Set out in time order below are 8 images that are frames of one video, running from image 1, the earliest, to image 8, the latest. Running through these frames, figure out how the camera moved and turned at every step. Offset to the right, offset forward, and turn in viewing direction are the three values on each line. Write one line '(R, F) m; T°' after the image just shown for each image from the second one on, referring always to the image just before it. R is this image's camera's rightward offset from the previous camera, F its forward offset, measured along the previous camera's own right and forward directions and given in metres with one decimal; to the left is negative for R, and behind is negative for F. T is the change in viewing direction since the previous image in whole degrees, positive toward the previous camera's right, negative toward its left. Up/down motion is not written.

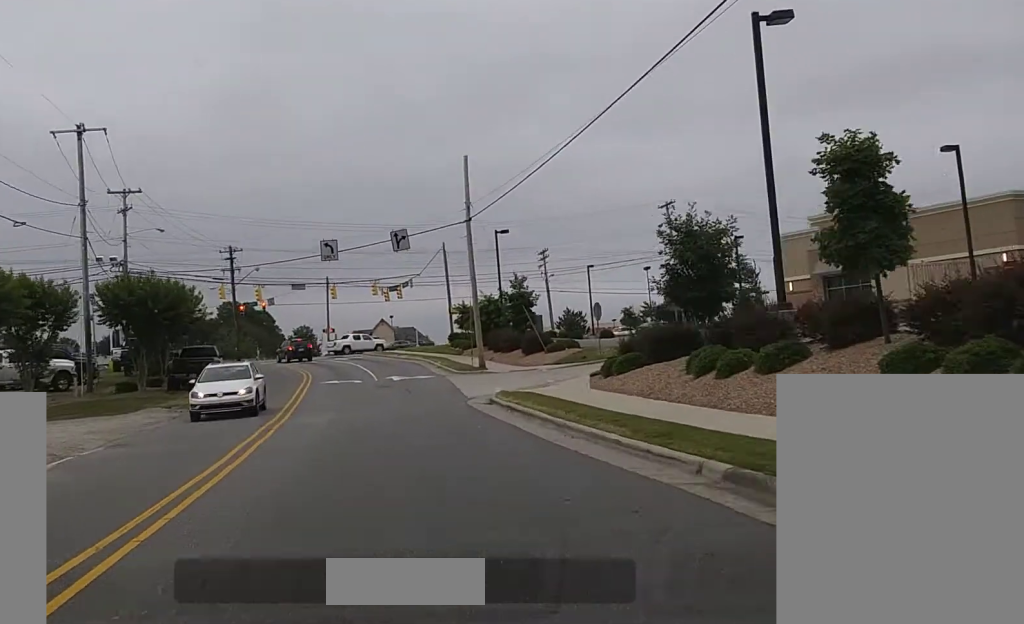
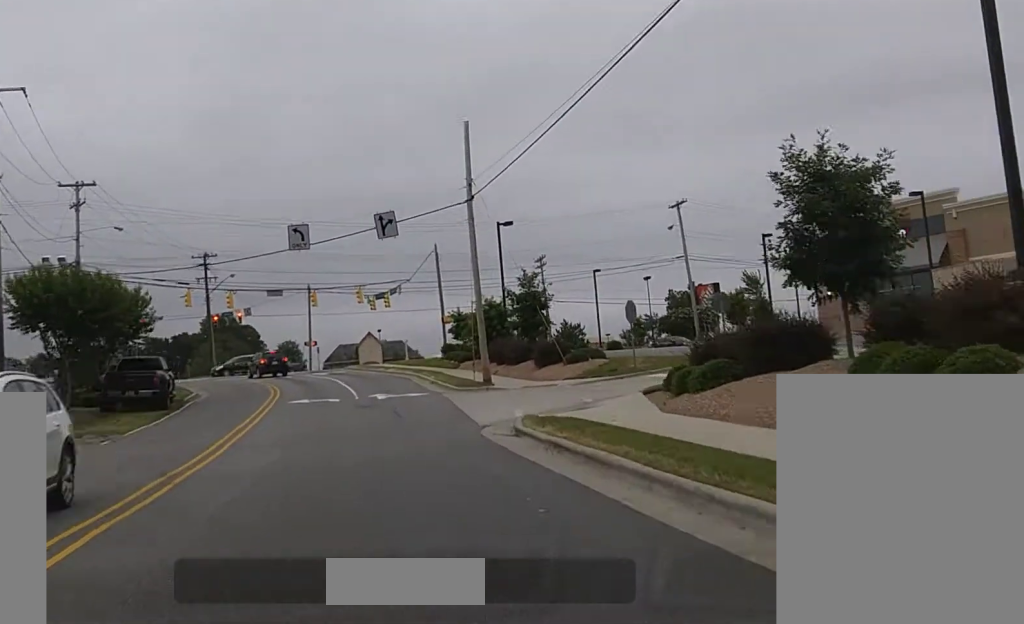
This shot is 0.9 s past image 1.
(0.0, +9.2) m; 0°
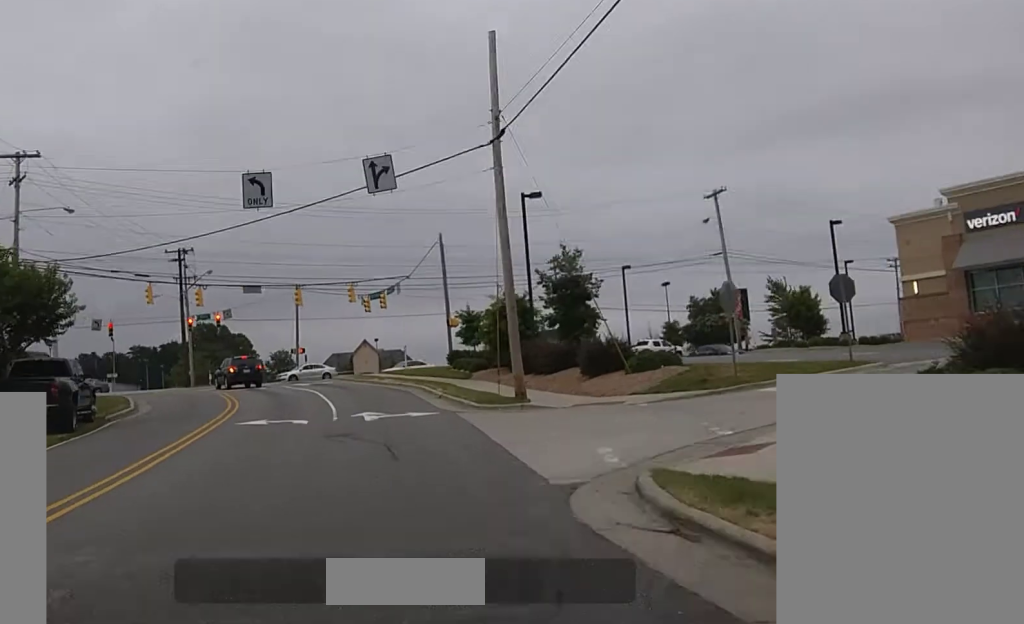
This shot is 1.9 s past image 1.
(+0.1, +10.7) m; 0°
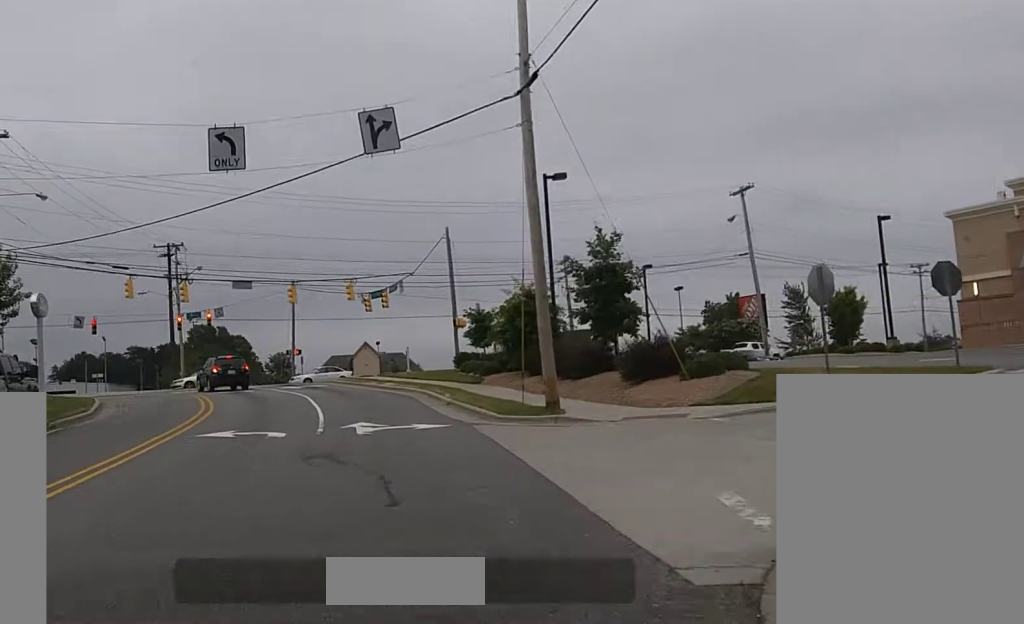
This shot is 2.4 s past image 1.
(0.0, +4.9) m; 0°
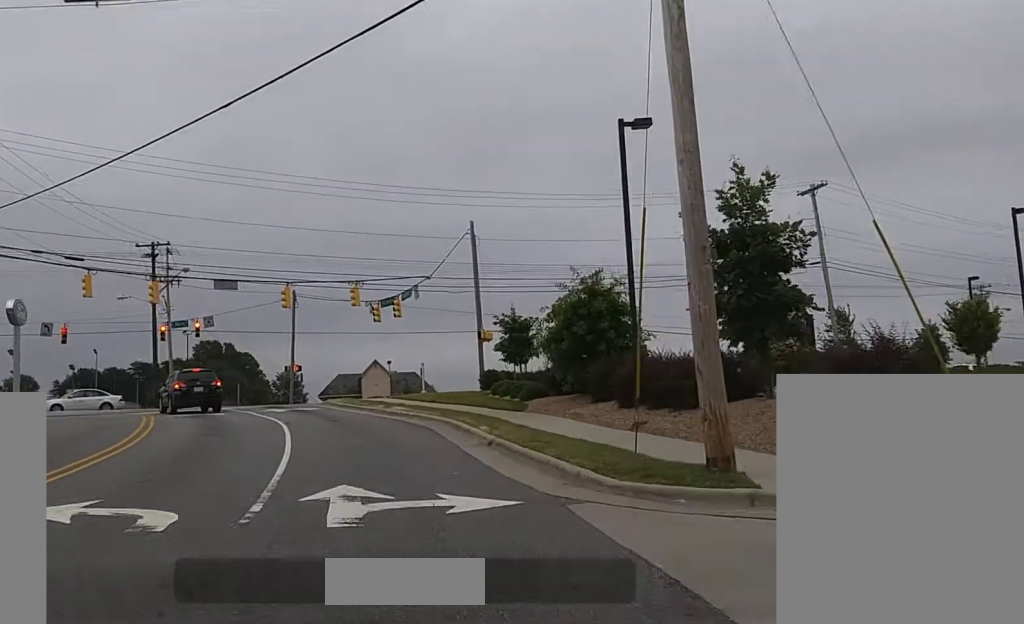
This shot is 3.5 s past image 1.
(+0.1, +10.4) m; +4°
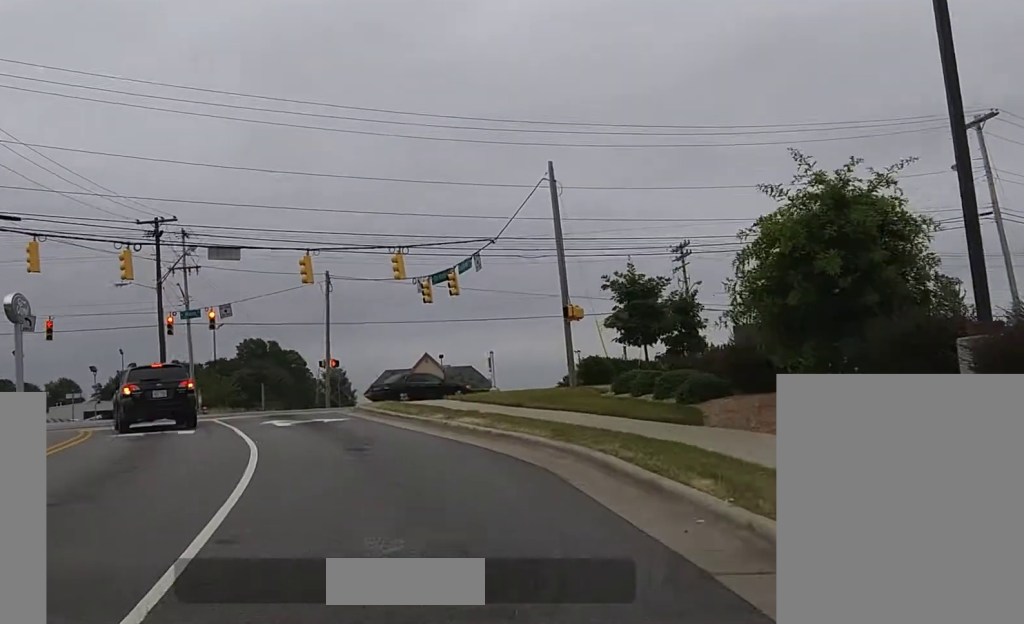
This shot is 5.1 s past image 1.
(+0.7, +13.5) m; -2°
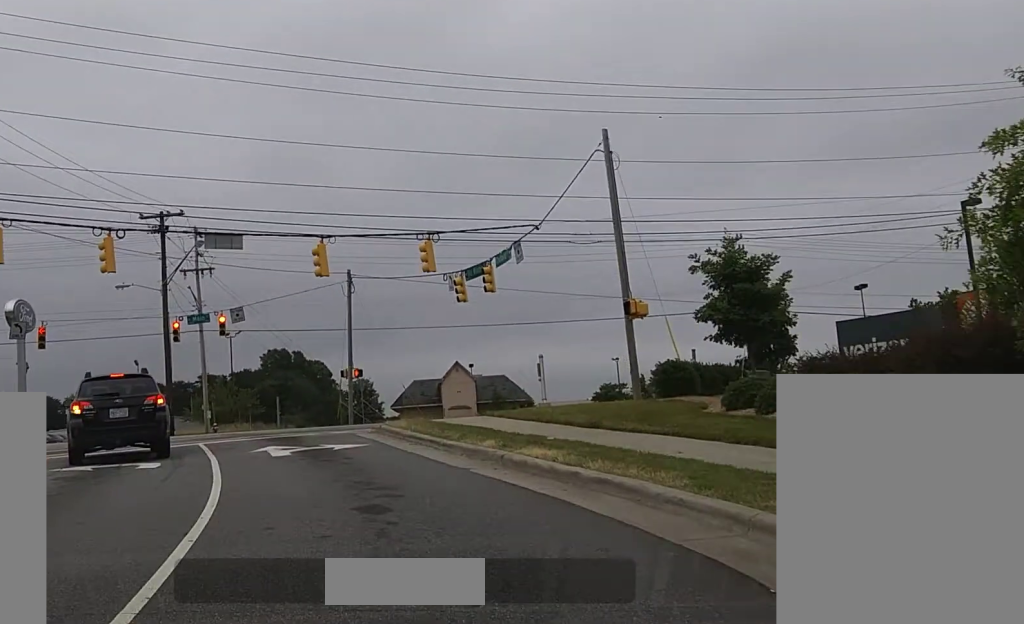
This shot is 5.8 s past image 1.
(-0.6, +6.1) m; -8°
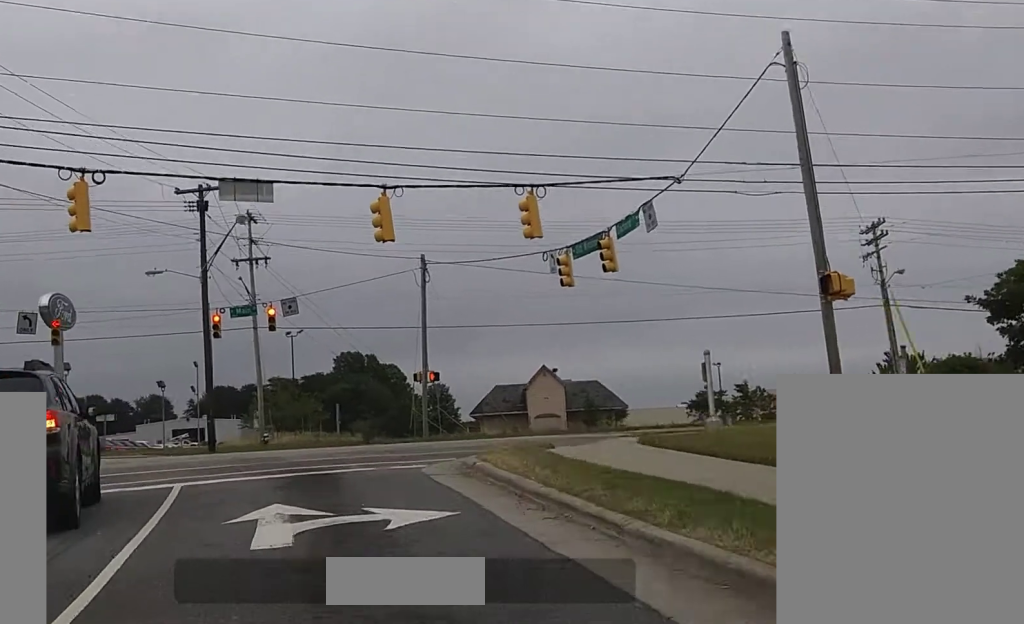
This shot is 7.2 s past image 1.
(-0.9, +9.2) m; -8°
